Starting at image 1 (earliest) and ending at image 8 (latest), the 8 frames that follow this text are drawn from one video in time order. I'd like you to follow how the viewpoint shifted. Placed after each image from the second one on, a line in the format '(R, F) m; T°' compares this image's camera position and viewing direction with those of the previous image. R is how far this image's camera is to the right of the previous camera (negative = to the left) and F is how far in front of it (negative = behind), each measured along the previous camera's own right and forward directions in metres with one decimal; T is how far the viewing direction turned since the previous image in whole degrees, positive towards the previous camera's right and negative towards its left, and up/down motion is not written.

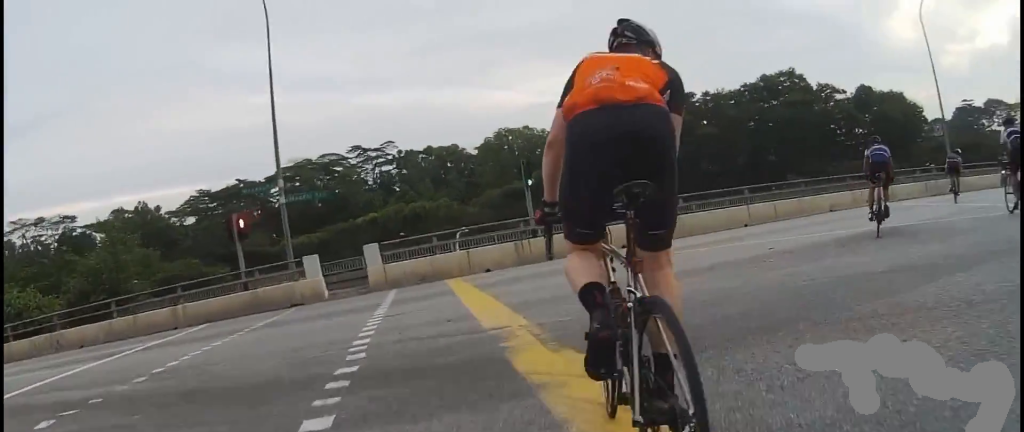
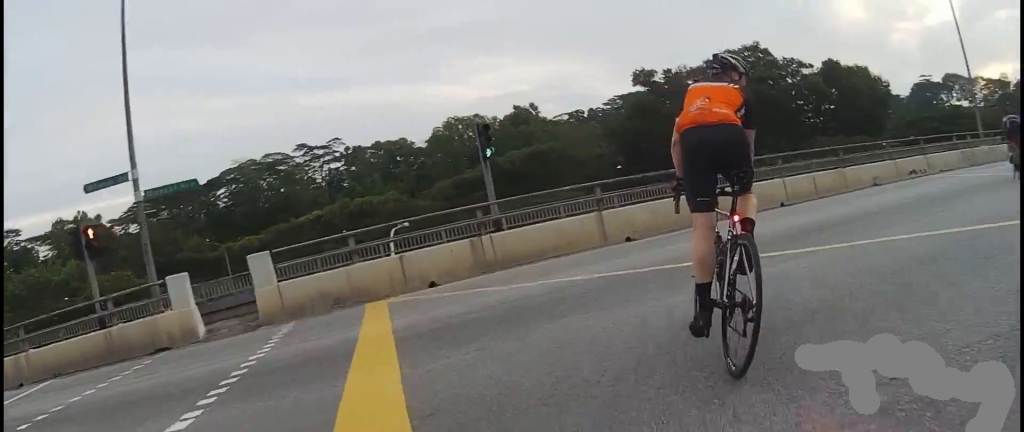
(+2.2, +6.8) m; +24°
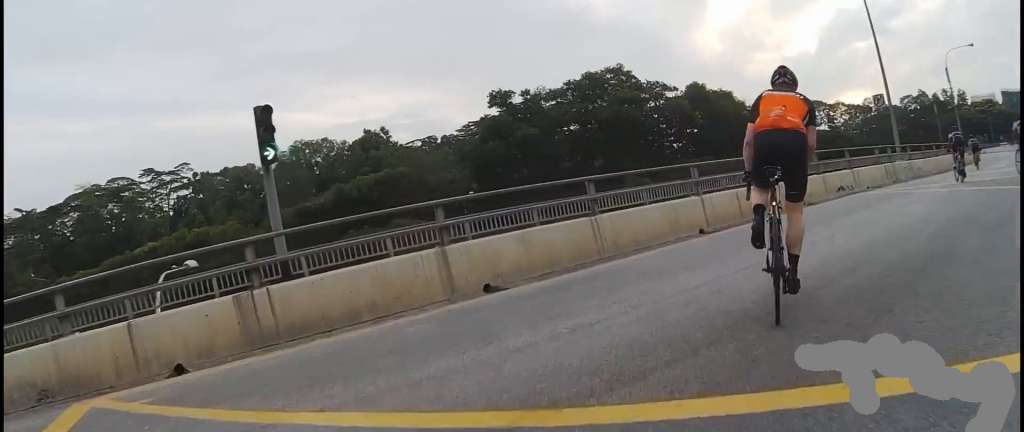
(-0.6, +5.7) m; +1°
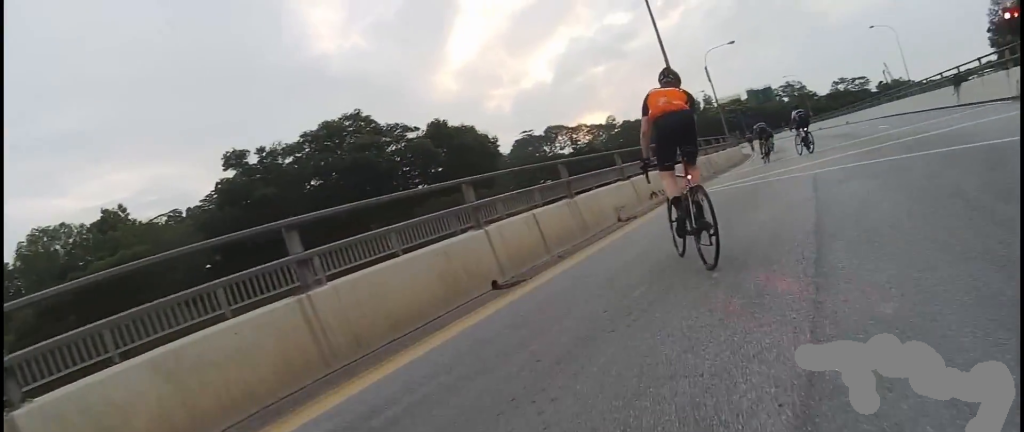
(+0.6, +5.2) m; +6°
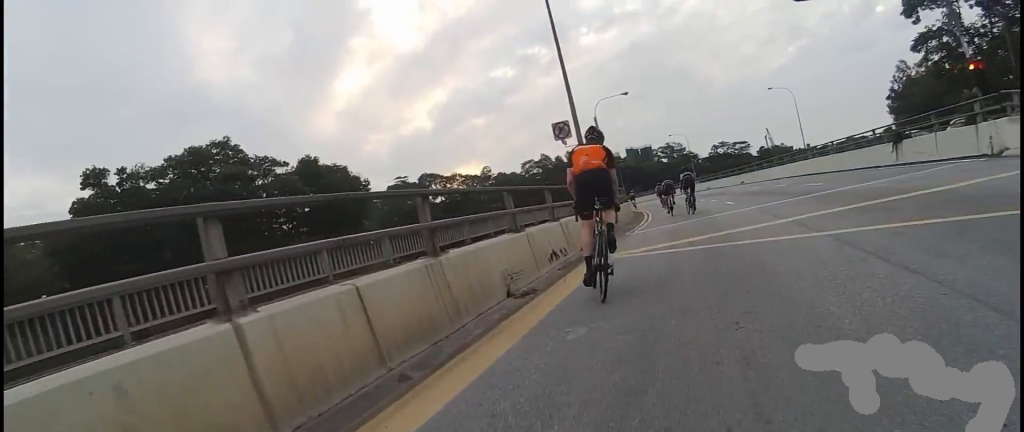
(+0.1, +4.7) m; -7°
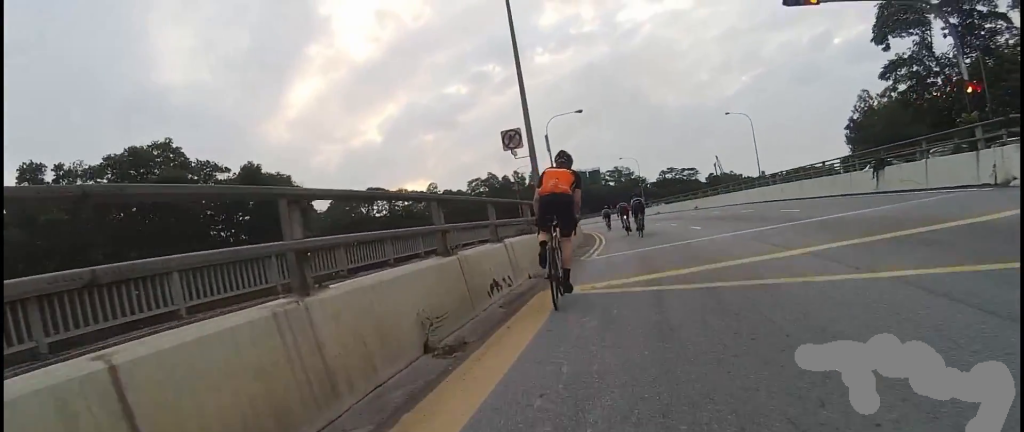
(-0.4, +2.7) m; -4°
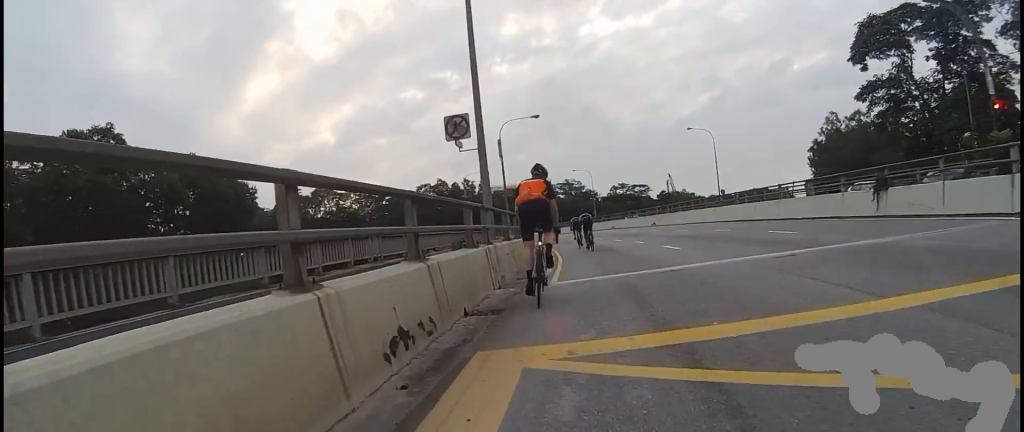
(-0.3, +3.7) m; -4°
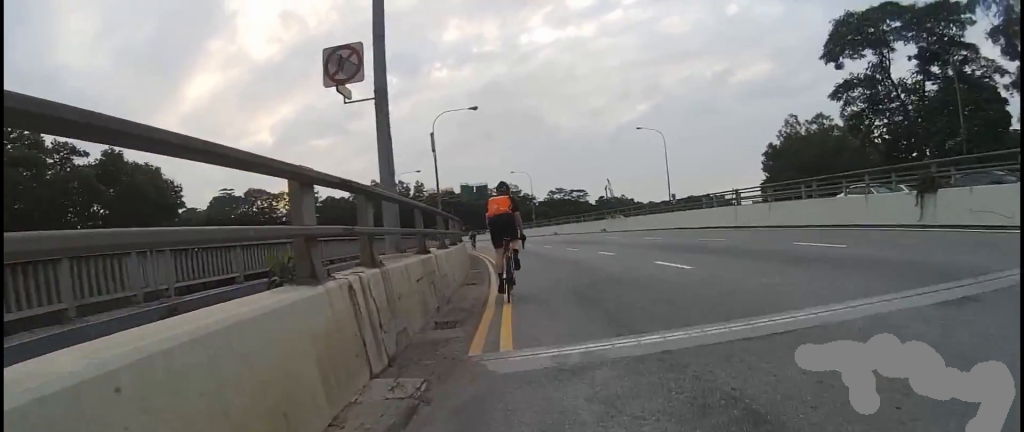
(+0.1, +6.3) m; +6°
